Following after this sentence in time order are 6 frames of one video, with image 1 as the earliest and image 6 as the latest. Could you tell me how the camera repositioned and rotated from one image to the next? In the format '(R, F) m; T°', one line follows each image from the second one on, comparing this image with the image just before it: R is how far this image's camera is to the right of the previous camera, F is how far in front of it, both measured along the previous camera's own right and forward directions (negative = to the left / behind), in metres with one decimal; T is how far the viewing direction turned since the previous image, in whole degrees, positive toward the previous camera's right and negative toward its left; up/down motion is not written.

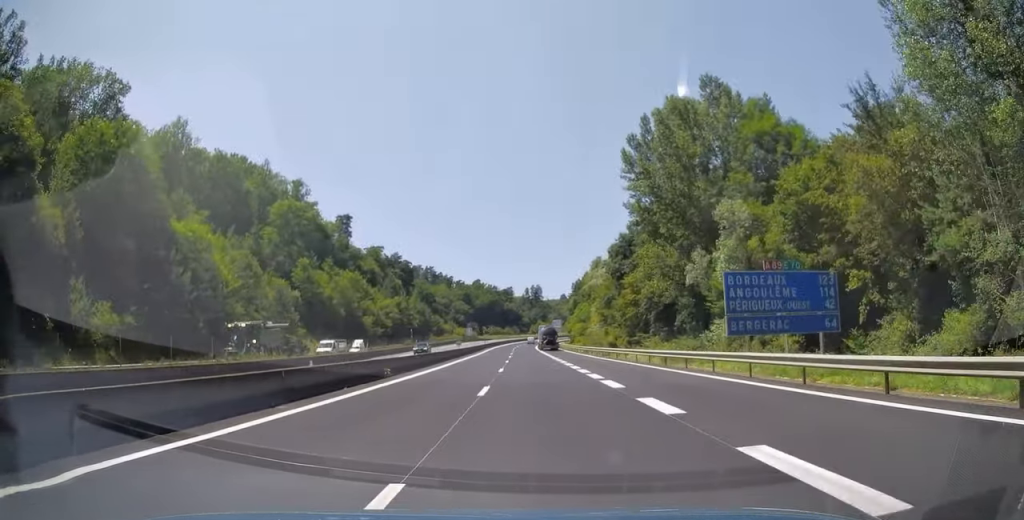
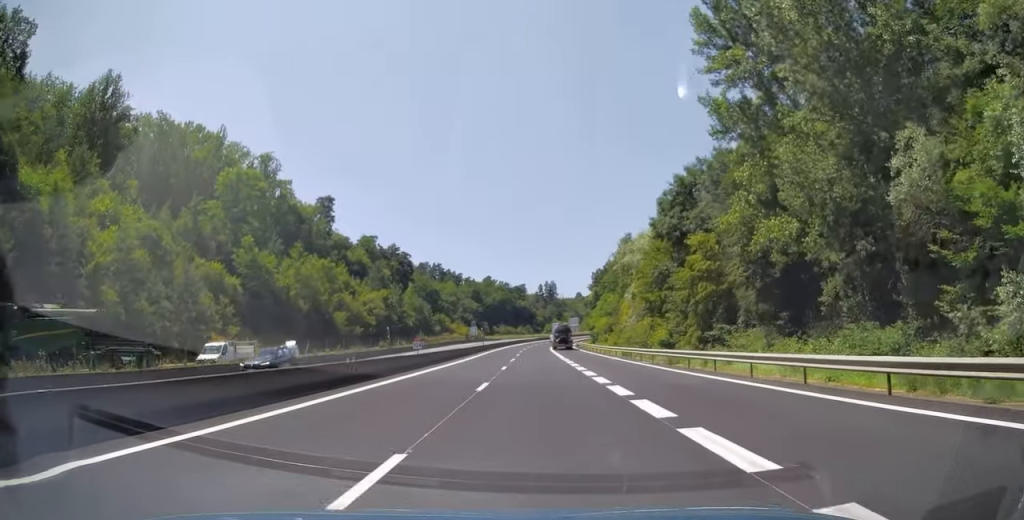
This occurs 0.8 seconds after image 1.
(-0.3, +24.0) m; -1°
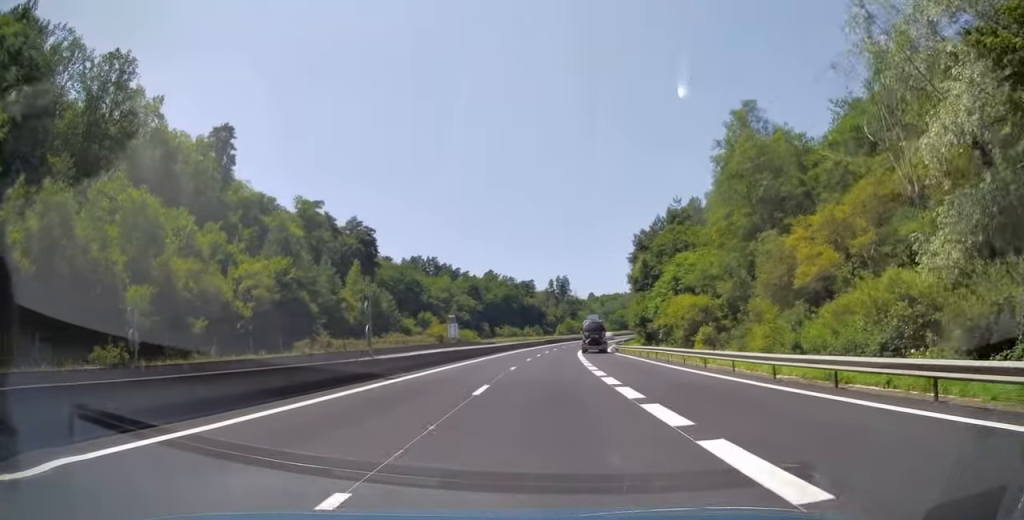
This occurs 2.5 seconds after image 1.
(-0.7, +53.1) m; -1°
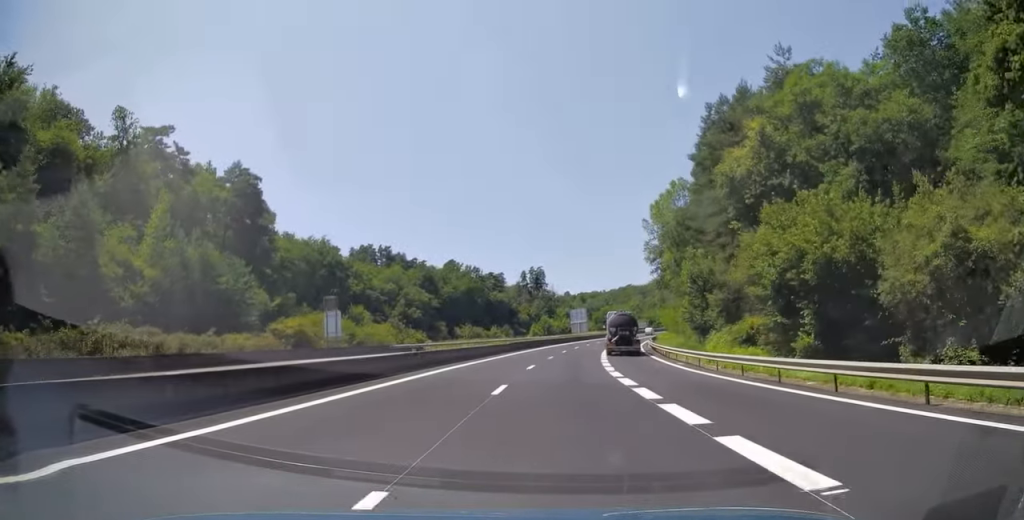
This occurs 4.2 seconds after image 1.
(0.0, +51.5) m; +1°
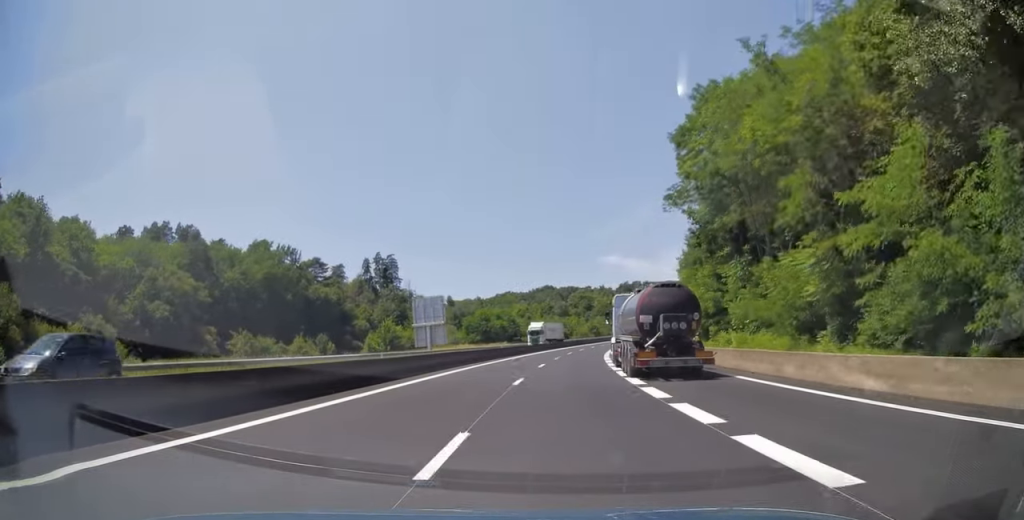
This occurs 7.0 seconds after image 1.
(+7.4, +85.9) m; +11°
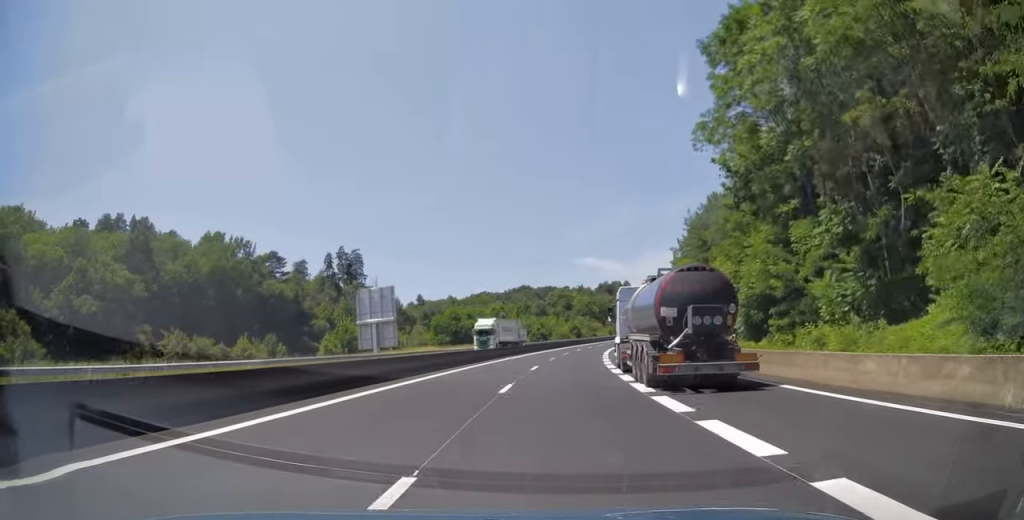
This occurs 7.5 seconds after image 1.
(+0.1, +15.7) m; +2°
